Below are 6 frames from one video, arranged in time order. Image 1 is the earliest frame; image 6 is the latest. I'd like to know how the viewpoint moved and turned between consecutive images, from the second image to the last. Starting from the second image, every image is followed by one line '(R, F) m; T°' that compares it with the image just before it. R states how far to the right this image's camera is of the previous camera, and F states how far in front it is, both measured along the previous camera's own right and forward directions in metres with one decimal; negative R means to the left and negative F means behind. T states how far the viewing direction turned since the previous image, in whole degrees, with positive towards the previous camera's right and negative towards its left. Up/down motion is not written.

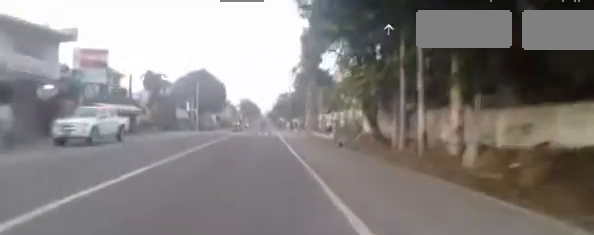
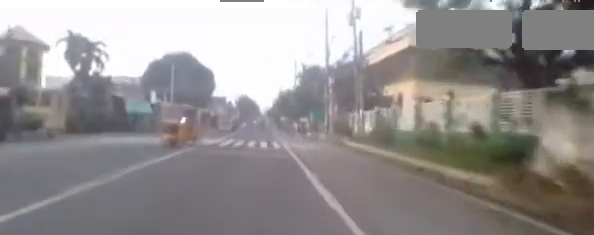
(+0.1, +15.7) m; -1°
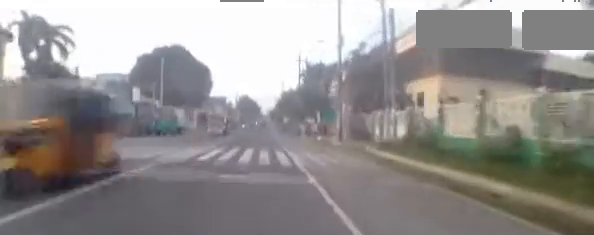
(-0.1, +5.9) m; 0°
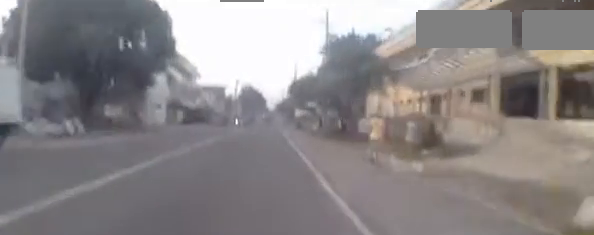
(0.0, +23.2) m; 0°
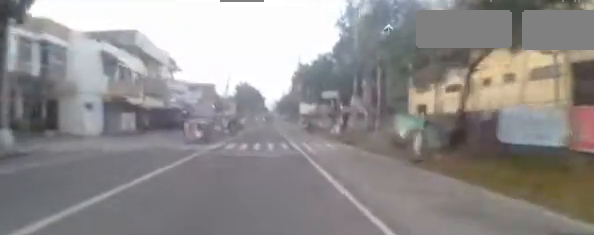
(0.0, +18.2) m; +3°
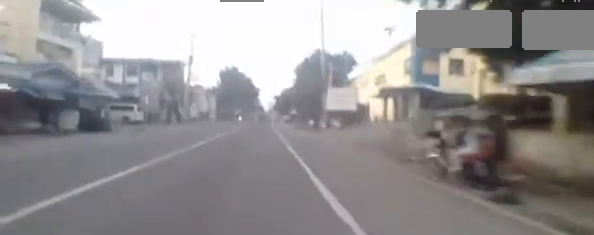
(-0.4, +33.2) m; -5°
